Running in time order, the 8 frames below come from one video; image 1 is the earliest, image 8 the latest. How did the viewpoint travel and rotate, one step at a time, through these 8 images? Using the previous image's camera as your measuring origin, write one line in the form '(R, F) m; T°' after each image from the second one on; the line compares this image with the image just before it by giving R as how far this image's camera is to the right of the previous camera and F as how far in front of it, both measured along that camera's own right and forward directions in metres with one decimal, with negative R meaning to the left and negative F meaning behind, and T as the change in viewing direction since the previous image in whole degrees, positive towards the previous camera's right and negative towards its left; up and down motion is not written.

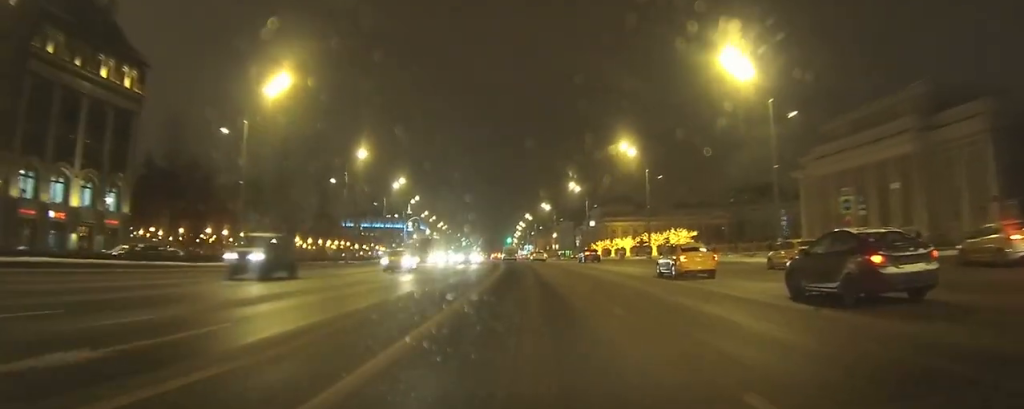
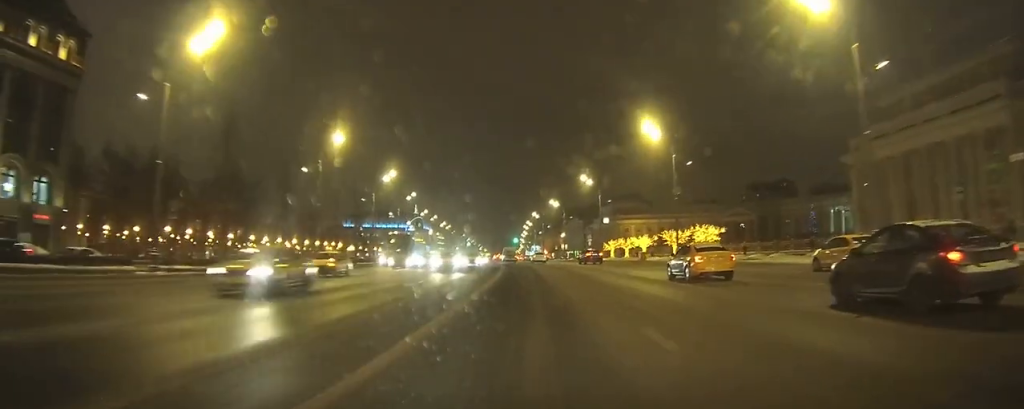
(-0.1, +11.2) m; 0°
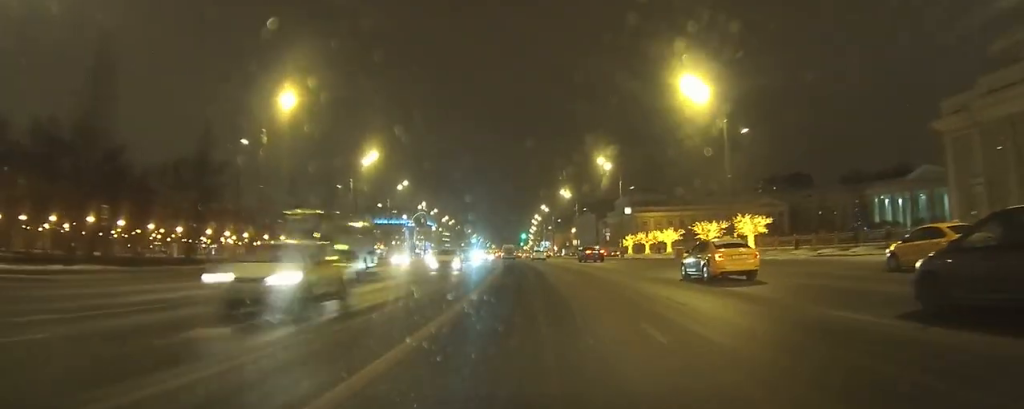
(0.0, +15.1) m; -1°
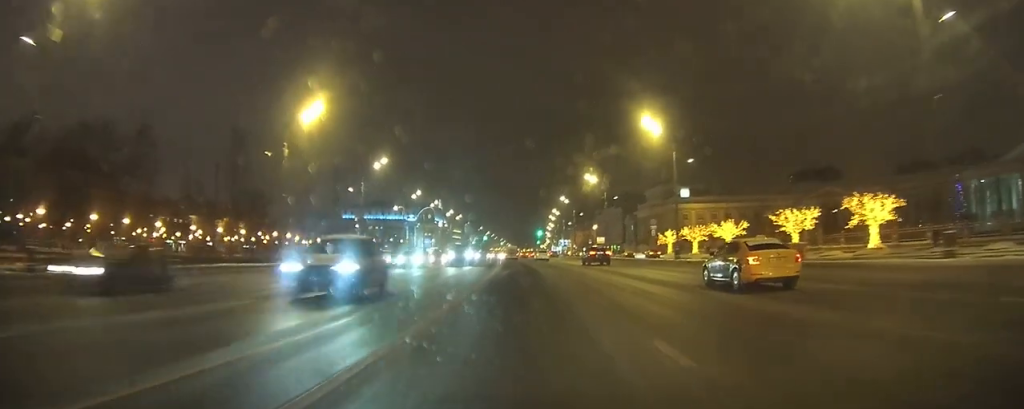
(-0.4, +25.0) m; -2°
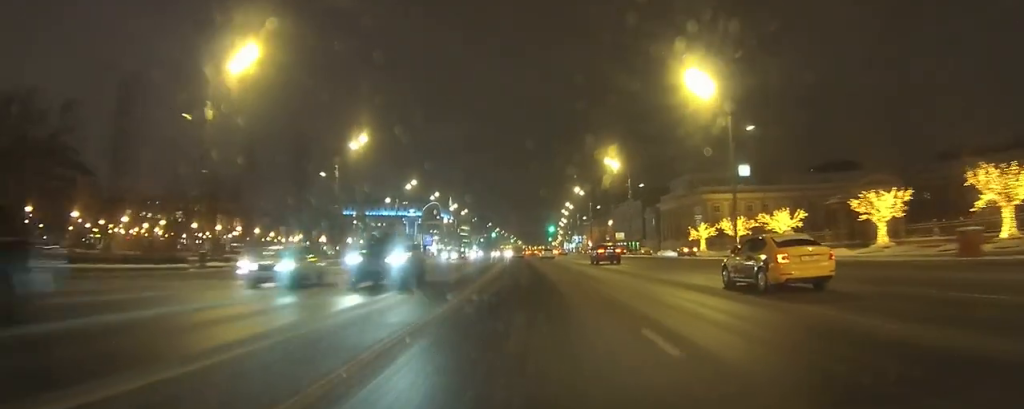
(-0.1, +15.1) m; -1°
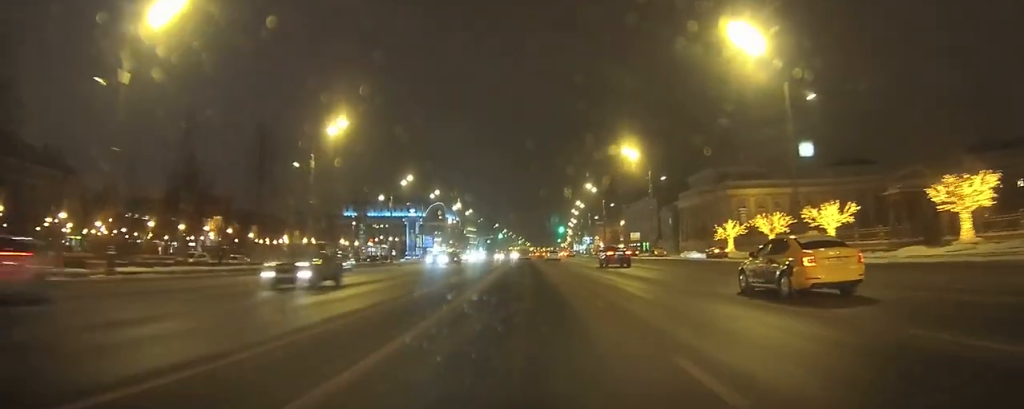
(-0.2, +10.1) m; -1°
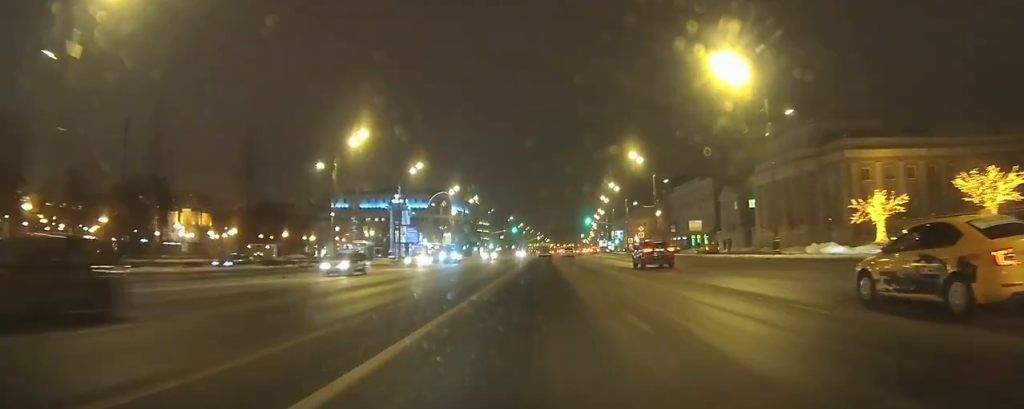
(-0.4, +35.8) m; 0°
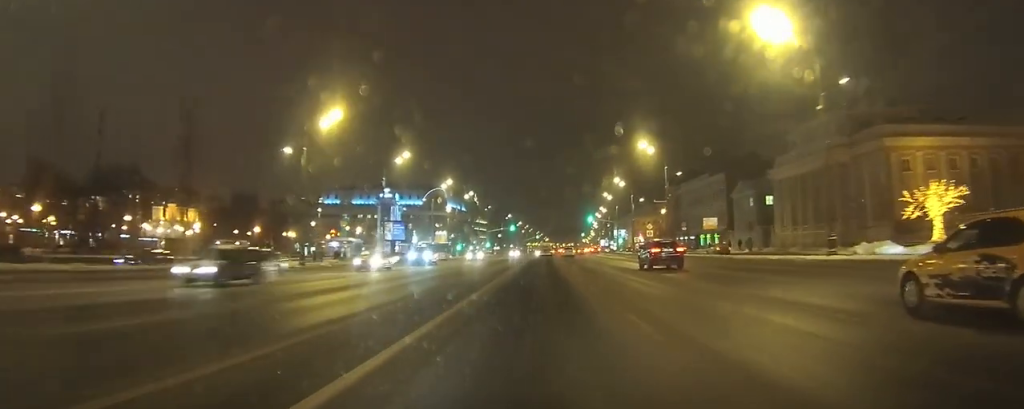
(0.0, +8.6) m; 0°
